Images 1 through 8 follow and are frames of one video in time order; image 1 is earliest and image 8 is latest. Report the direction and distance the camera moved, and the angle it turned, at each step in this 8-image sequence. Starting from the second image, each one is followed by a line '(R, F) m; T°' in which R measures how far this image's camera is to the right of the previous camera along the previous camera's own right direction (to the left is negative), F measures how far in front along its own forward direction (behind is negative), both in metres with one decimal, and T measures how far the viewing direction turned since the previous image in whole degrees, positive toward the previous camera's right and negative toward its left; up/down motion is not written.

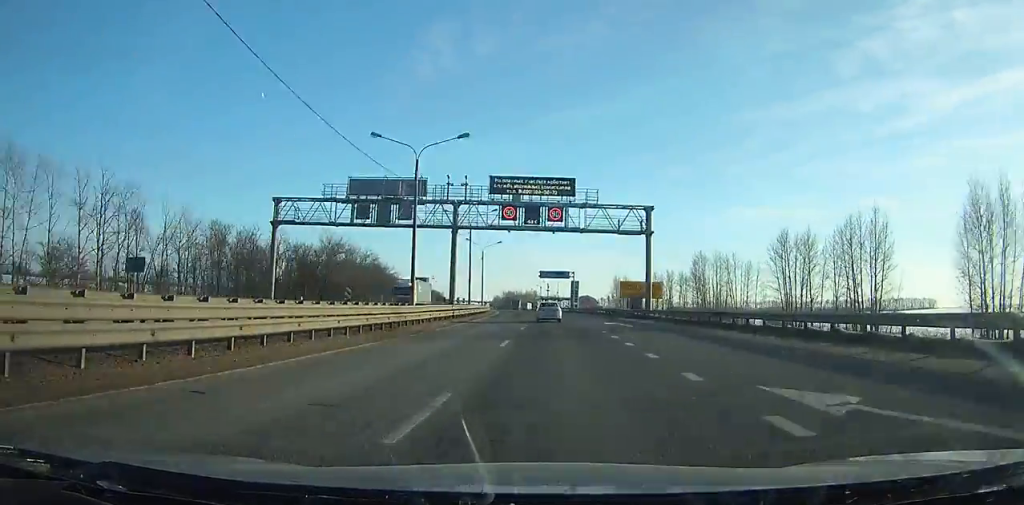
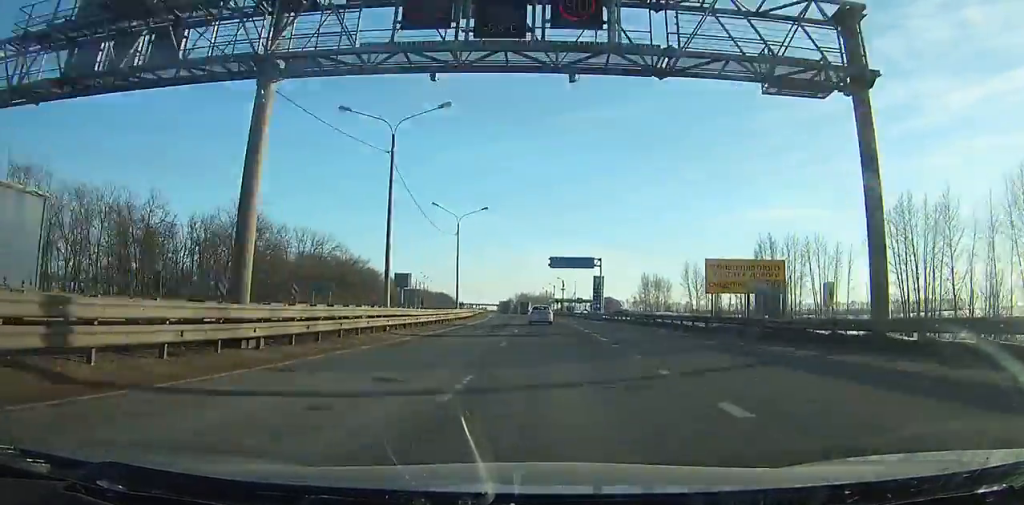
(0.0, +35.1) m; -2°
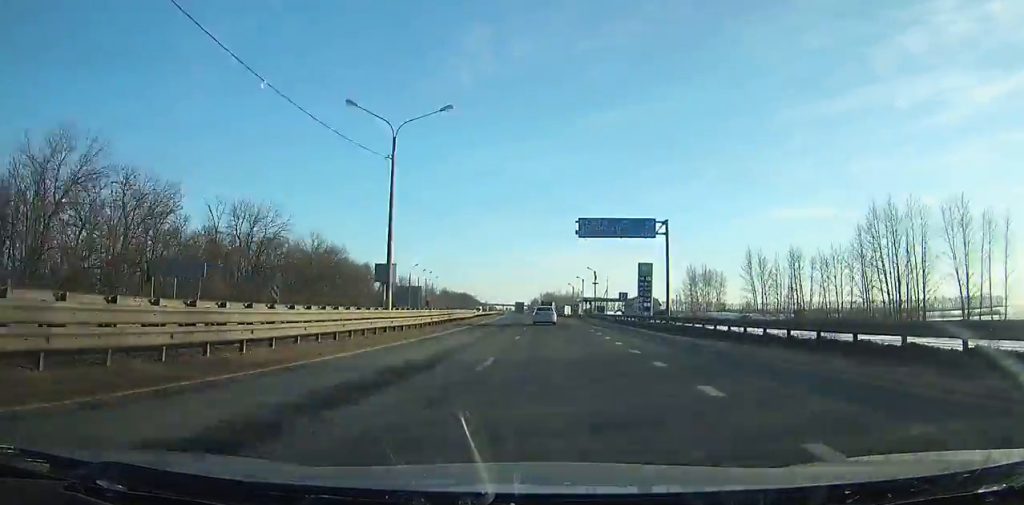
(-1.1, +30.5) m; -2°
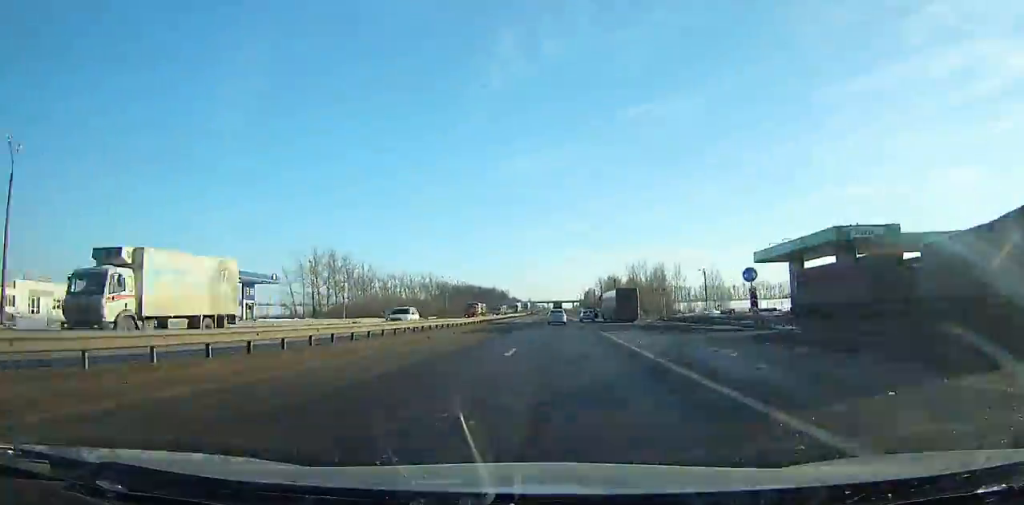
(-8.2, +162.3) m; -4°
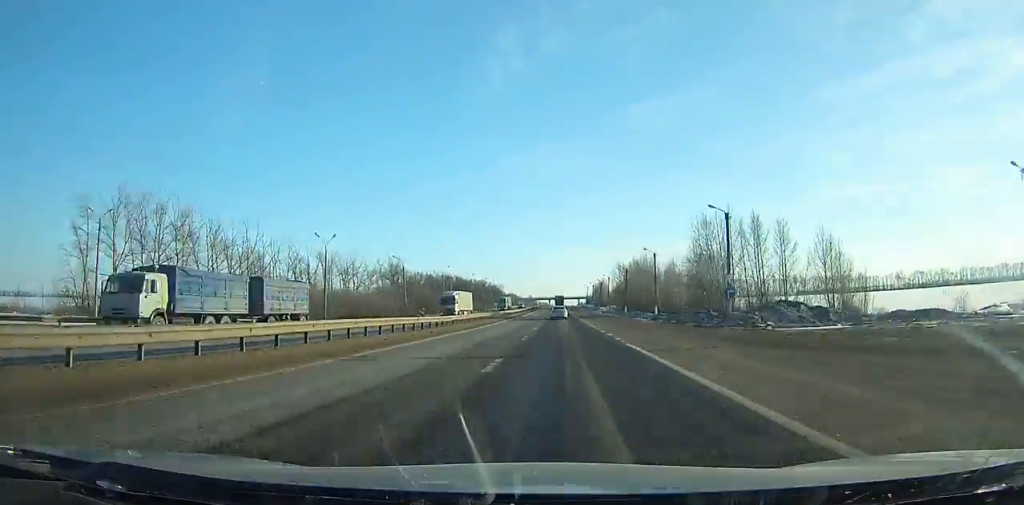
(-0.5, +77.3) m; 0°
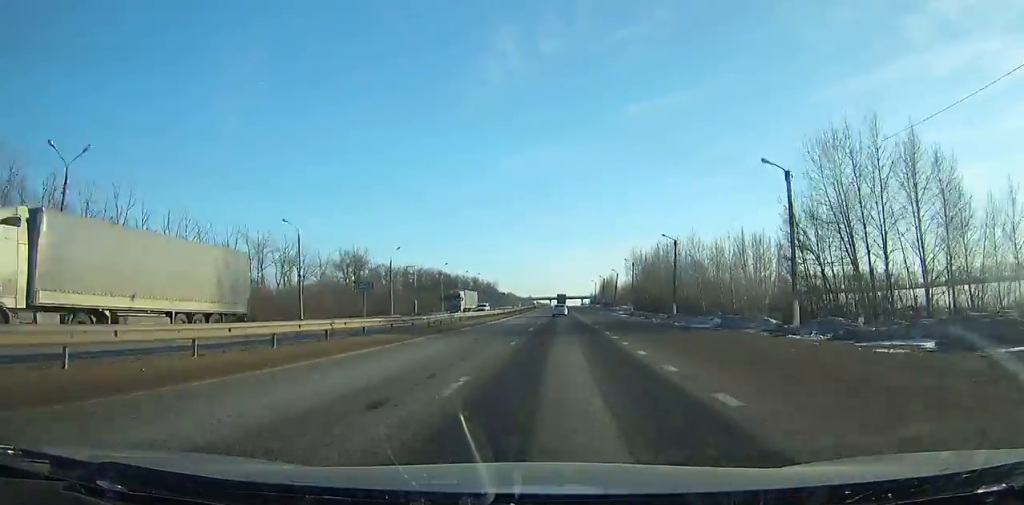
(0.0, +40.7) m; 0°
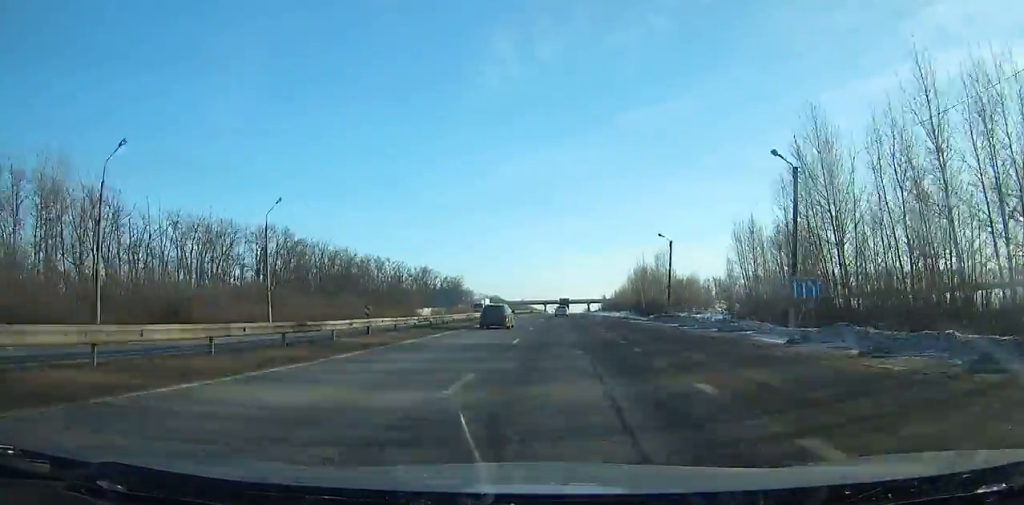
(0.0, +119.9) m; 0°
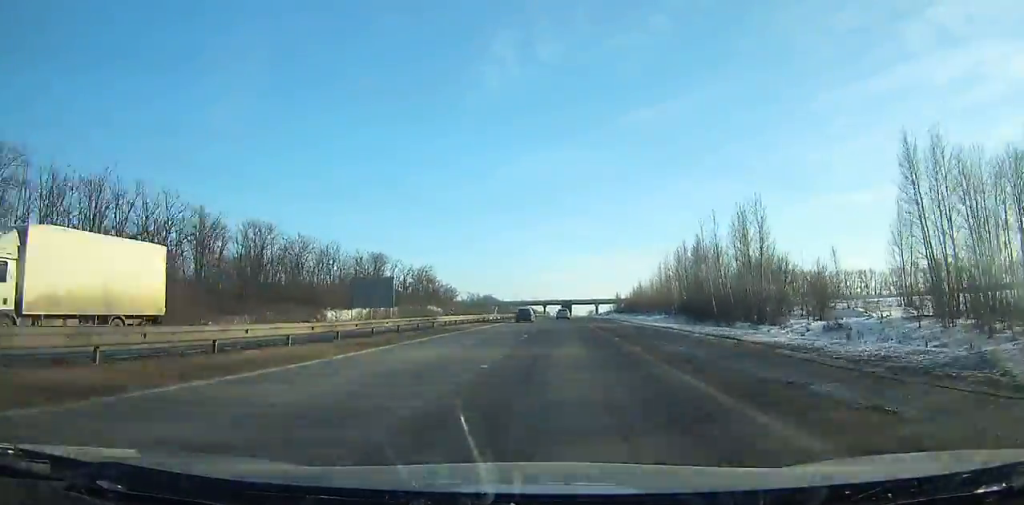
(0.0, +56.1) m; 0°
